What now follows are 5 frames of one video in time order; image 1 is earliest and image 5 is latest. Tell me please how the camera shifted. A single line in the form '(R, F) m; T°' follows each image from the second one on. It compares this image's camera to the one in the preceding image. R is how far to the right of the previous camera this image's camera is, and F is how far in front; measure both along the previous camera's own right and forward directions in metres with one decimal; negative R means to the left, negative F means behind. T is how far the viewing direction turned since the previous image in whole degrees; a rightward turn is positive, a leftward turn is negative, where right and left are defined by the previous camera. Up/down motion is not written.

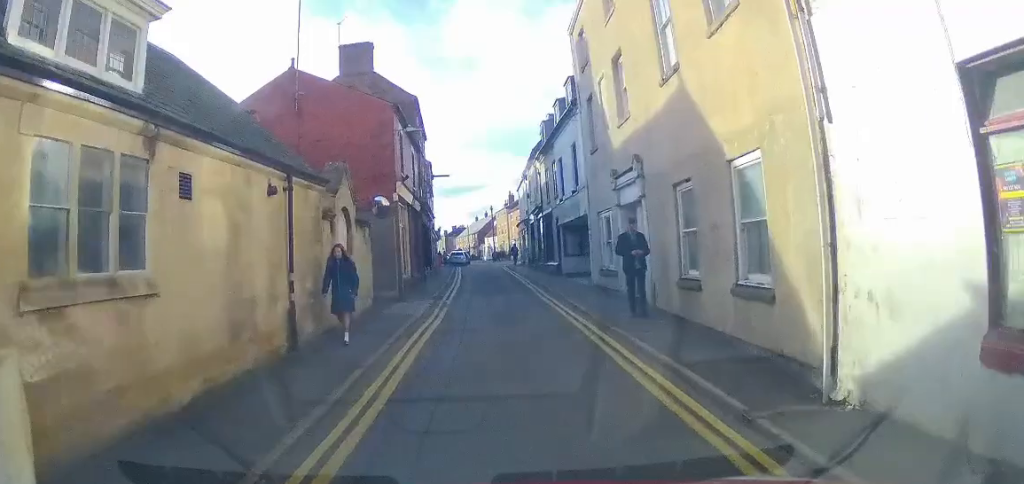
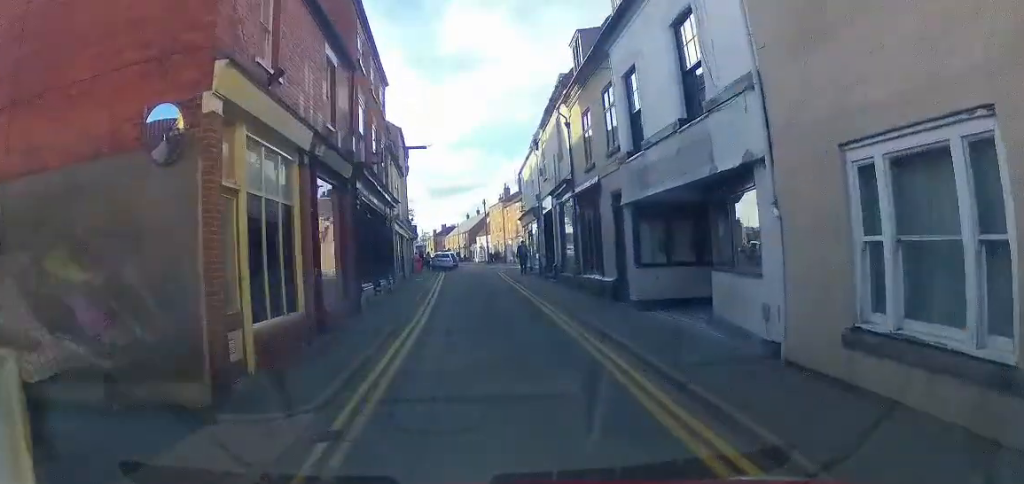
(+0.9, +12.8) m; +5°
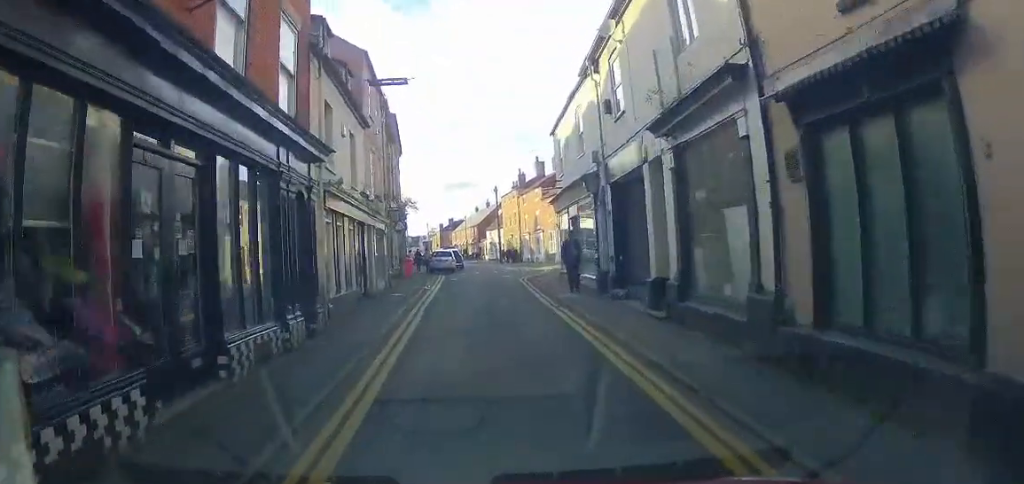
(+0.7, +12.3) m; +3°
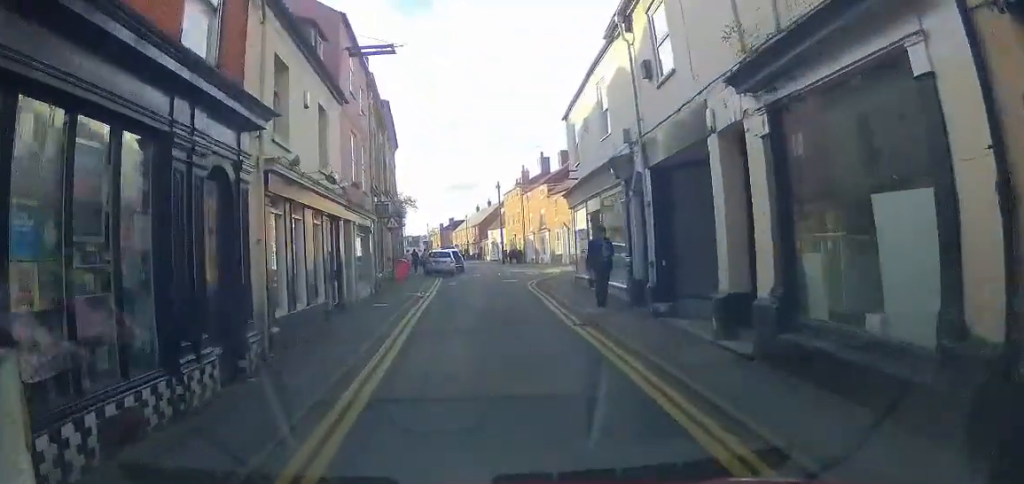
(-0.1, +3.5) m; -1°
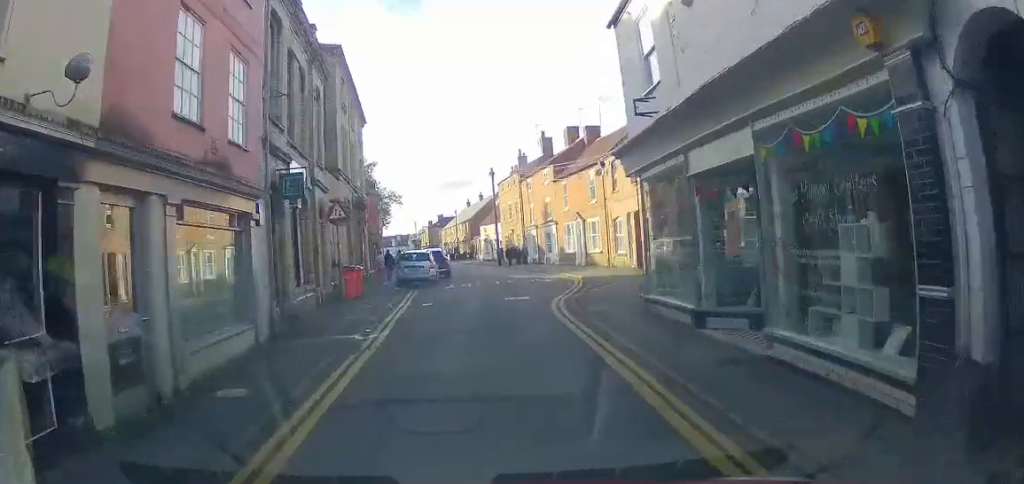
(-0.2, +10.3) m; 0°
